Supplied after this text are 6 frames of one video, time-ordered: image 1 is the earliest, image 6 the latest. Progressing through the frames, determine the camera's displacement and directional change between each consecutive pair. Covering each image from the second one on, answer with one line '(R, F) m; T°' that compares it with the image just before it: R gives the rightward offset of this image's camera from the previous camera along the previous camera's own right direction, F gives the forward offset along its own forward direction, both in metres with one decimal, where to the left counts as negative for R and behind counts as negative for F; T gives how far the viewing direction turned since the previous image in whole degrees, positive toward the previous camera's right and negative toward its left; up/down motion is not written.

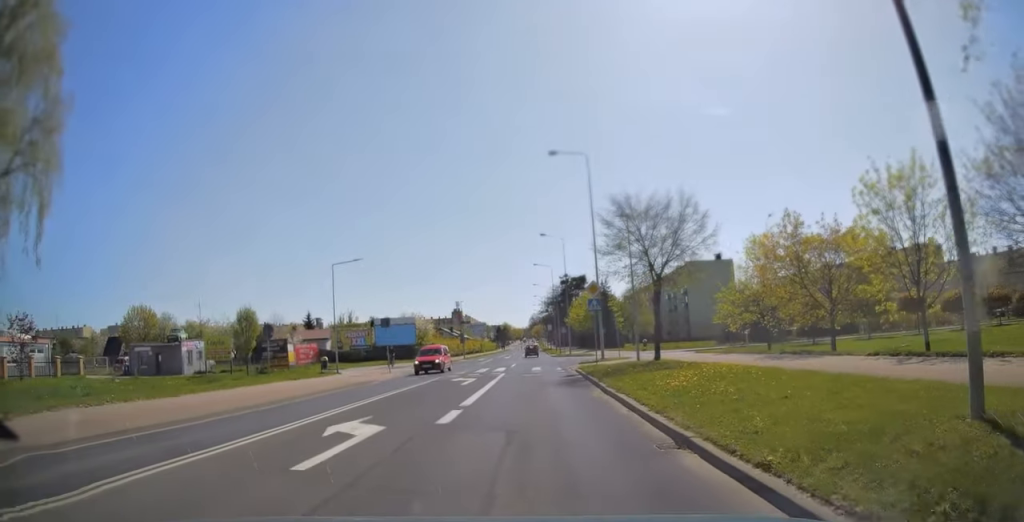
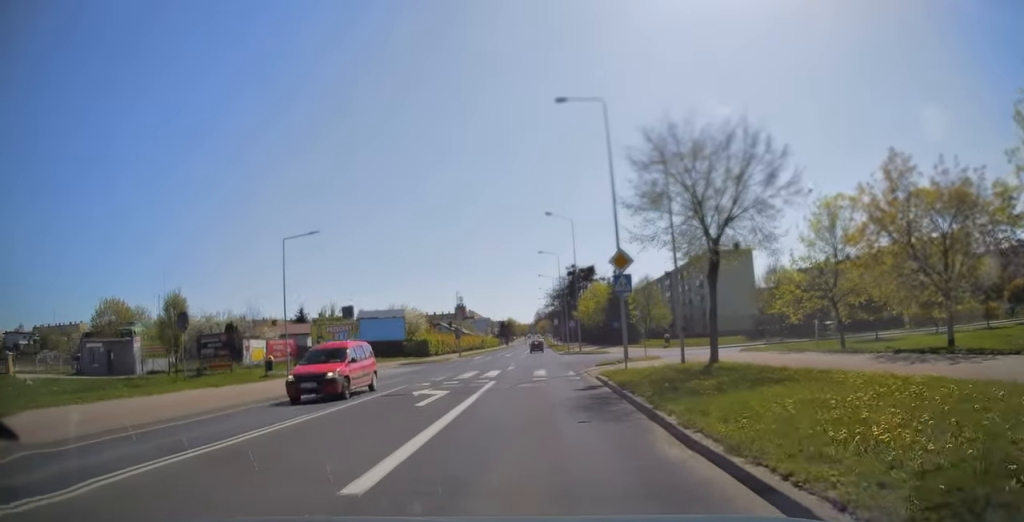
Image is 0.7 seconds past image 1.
(0.0, +8.4) m; 0°
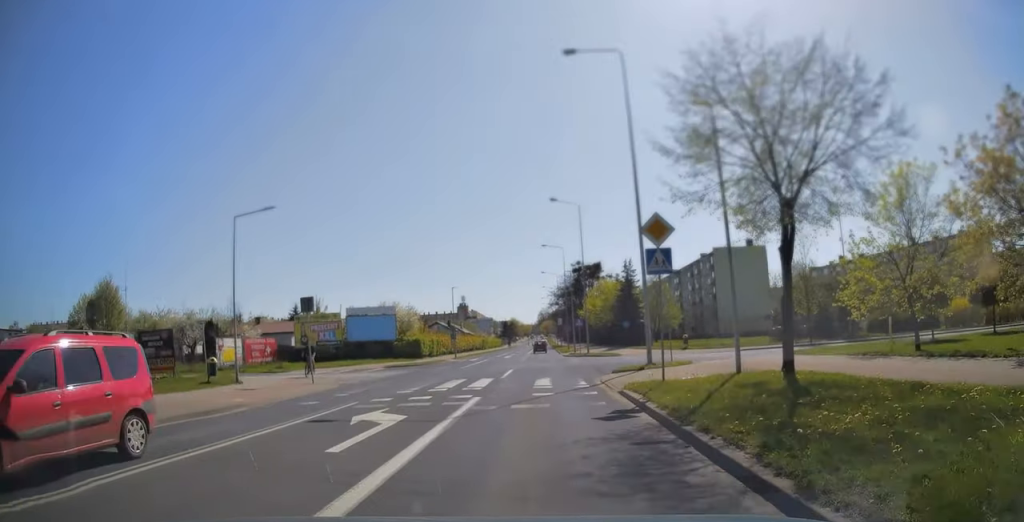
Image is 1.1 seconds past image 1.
(0.0, +5.6) m; 0°
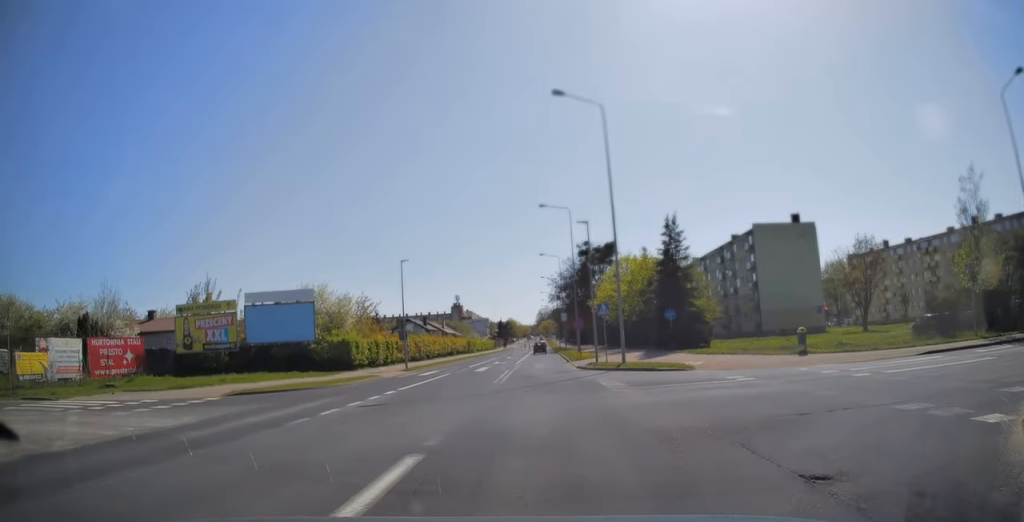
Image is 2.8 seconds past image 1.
(-0.1, +21.6) m; 0°
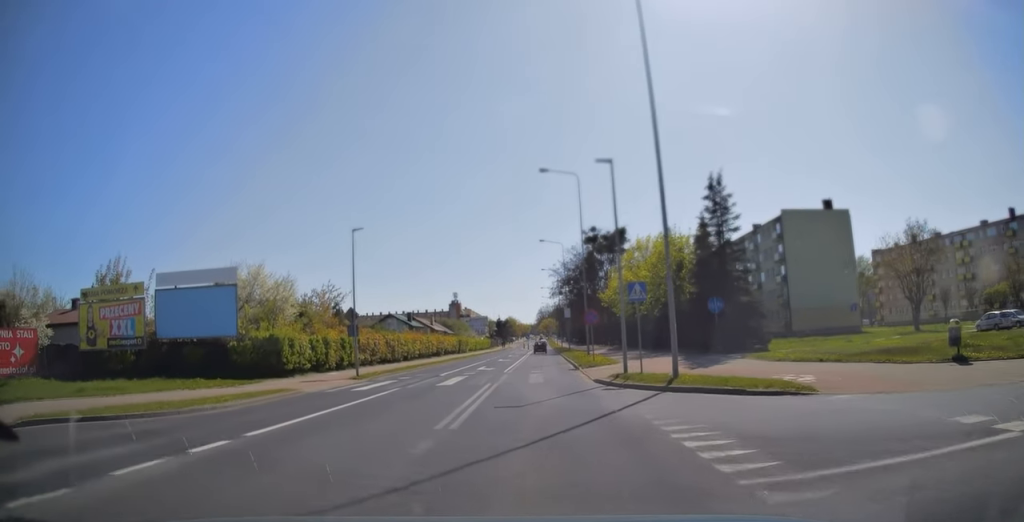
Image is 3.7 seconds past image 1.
(+0.1, +10.5) m; 0°
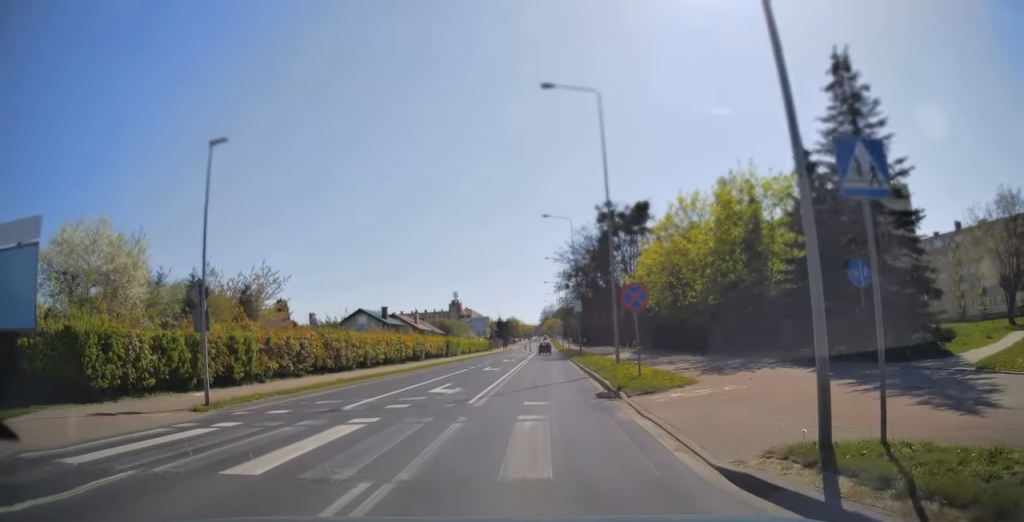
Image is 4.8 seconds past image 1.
(-0.2, +13.9) m; -1°
